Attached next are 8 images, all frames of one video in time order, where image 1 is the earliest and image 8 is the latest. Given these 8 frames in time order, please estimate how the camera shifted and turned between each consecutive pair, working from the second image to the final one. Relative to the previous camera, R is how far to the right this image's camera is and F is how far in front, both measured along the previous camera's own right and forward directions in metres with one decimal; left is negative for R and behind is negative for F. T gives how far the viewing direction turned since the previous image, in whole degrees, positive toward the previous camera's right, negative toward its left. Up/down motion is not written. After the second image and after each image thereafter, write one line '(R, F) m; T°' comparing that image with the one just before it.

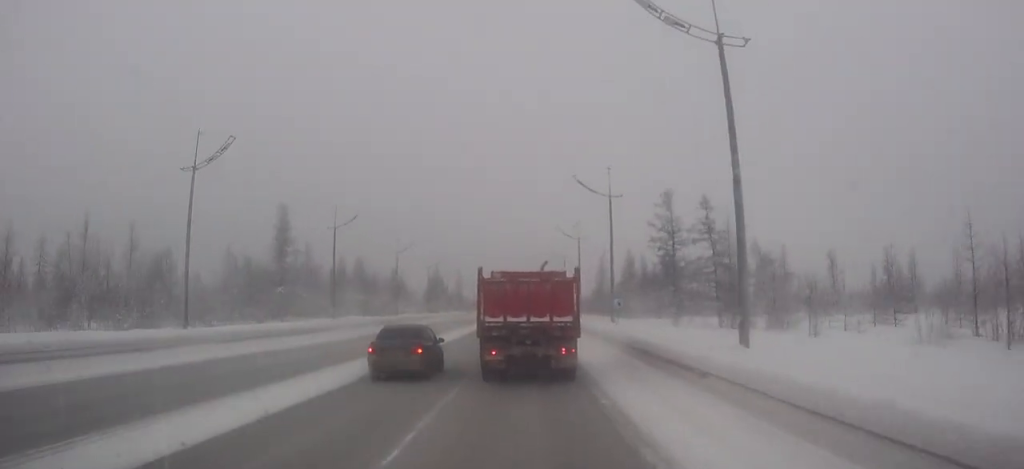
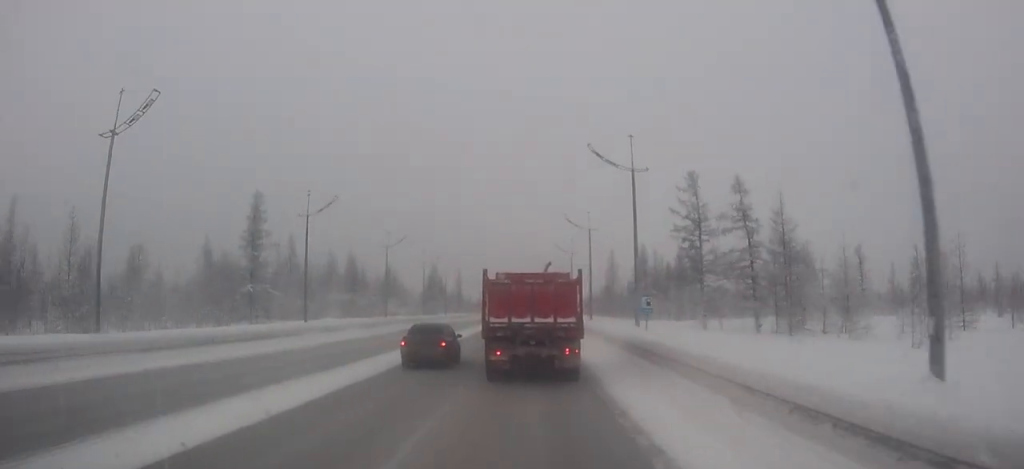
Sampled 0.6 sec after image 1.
(0.0, +7.9) m; 0°
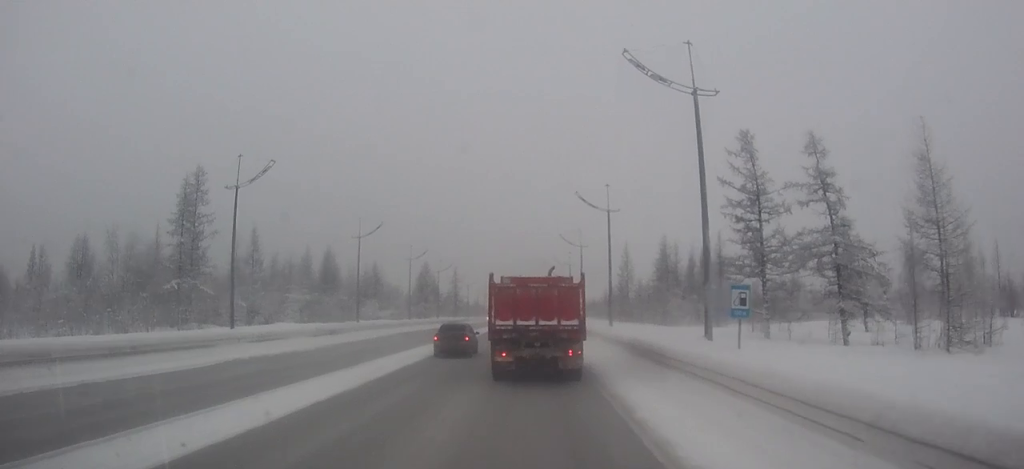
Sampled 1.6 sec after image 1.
(0.0, +12.7) m; 0°
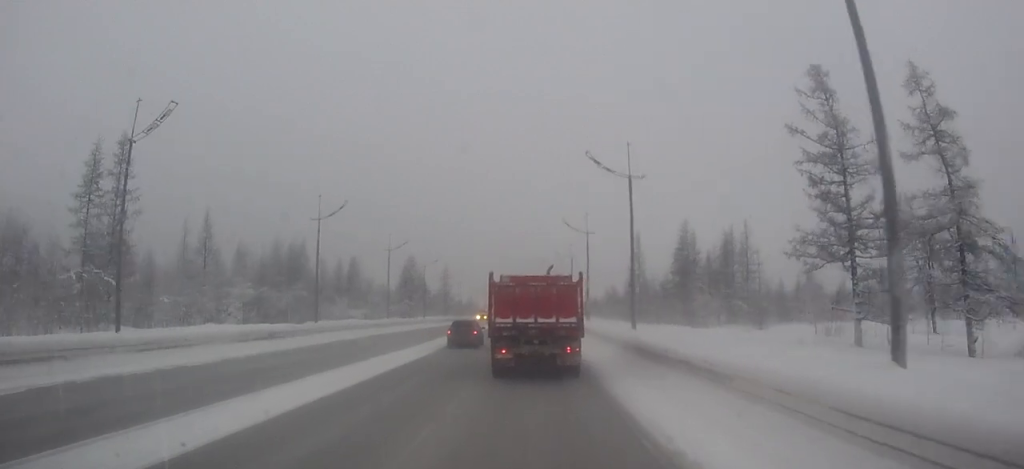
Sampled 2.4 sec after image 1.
(0.0, +10.9) m; 0°
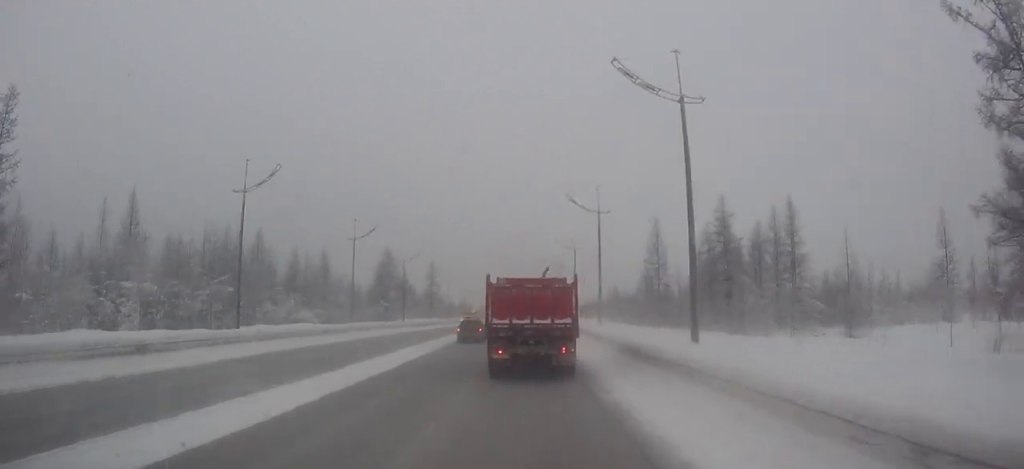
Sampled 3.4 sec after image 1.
(0.0, +13.1) m; 0°
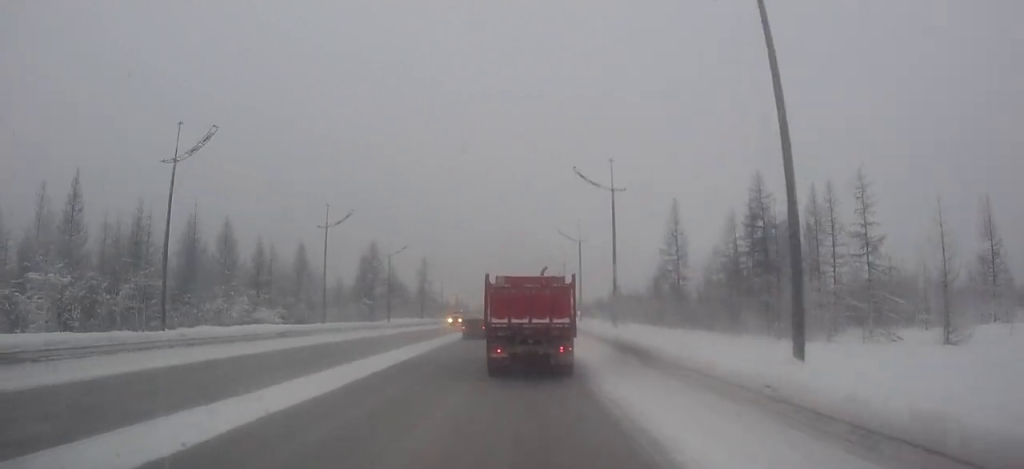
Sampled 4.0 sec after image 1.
(0.0, +8.3) m; 0°
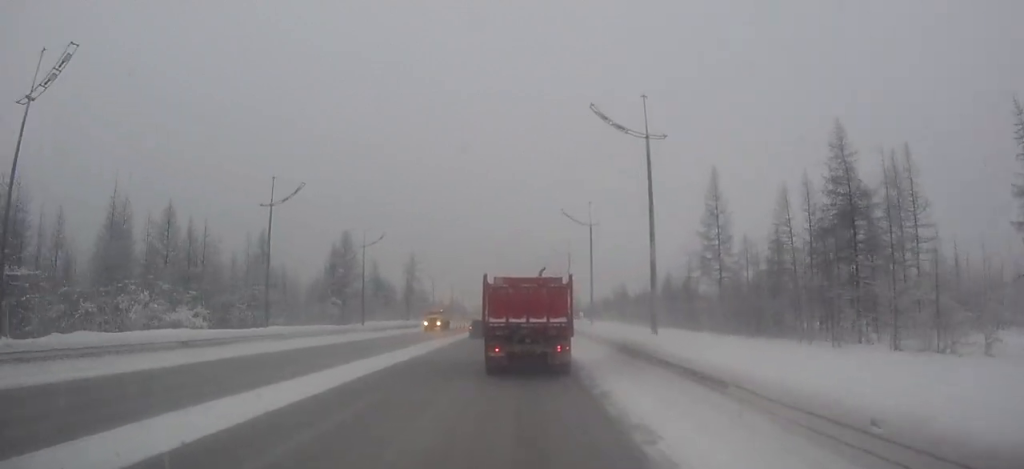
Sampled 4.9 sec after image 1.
(0.0, +11.8) m; 0°
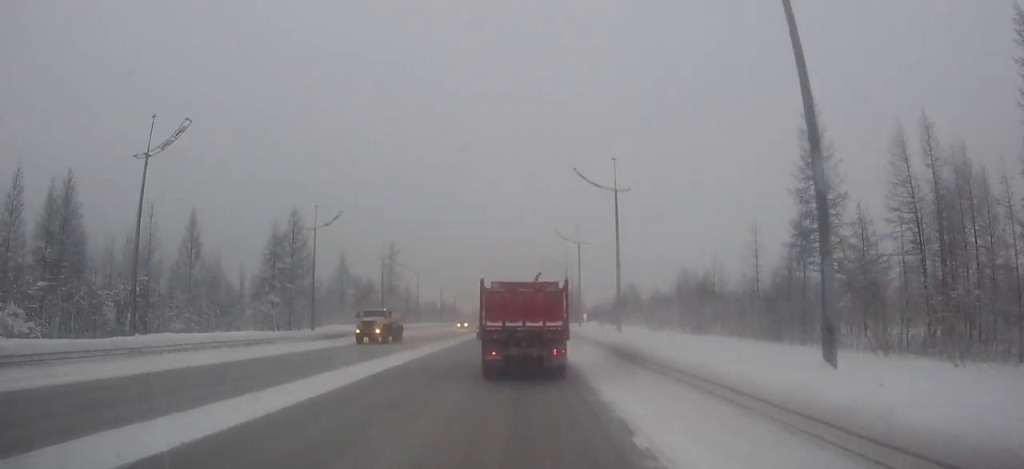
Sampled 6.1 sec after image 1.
(0.0, +15.4) m; 0°
